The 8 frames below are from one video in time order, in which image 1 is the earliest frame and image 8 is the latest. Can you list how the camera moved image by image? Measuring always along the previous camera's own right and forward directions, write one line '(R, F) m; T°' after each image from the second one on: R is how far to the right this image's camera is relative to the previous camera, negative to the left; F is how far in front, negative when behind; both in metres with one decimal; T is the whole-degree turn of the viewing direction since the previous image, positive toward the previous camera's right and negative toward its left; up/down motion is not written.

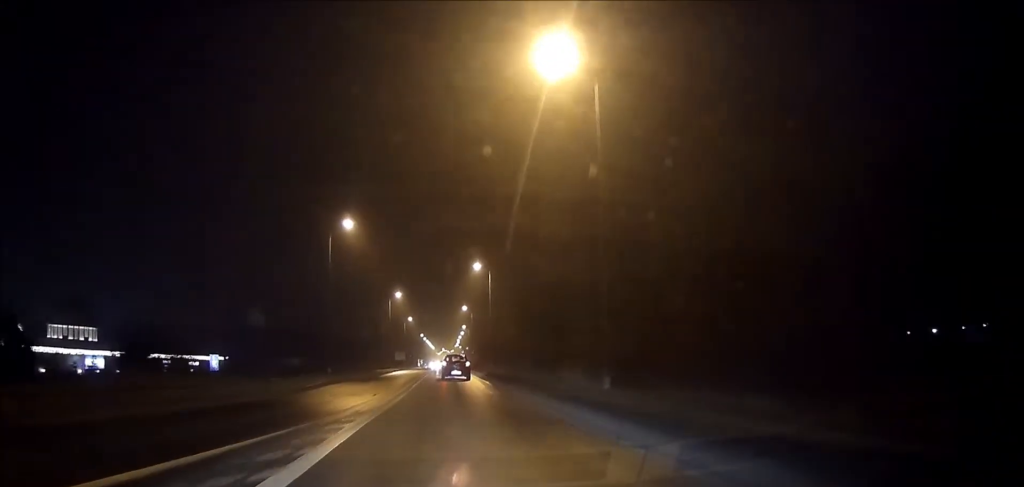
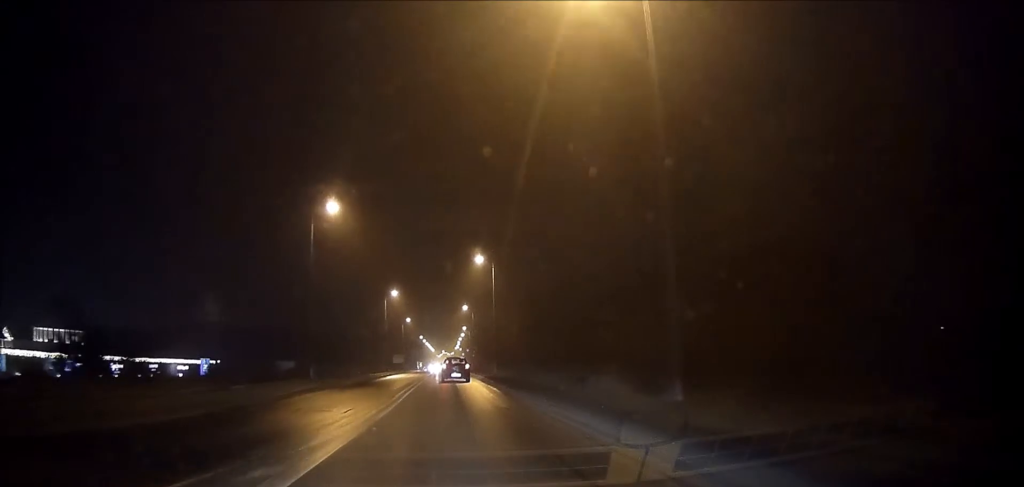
(0.0, +6.1) m; 0°
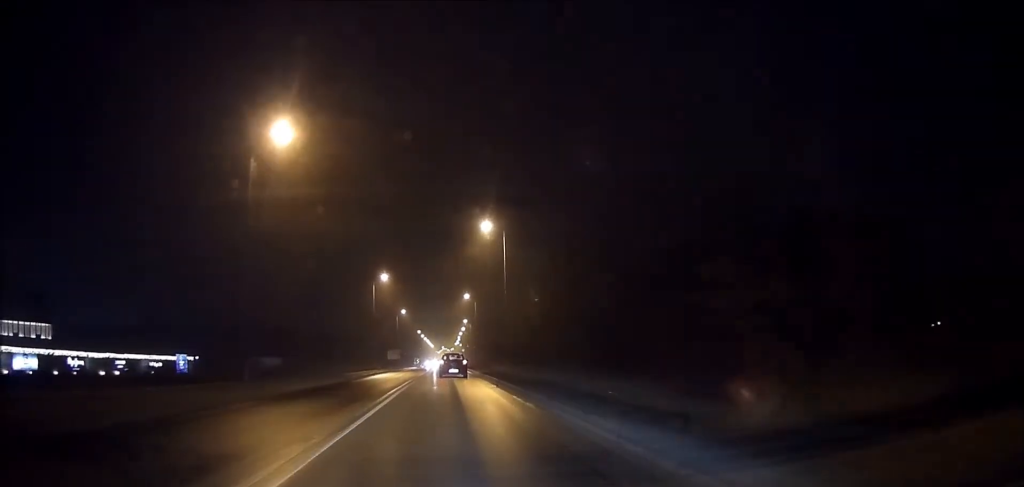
(0.0, +13.3) m; 0°
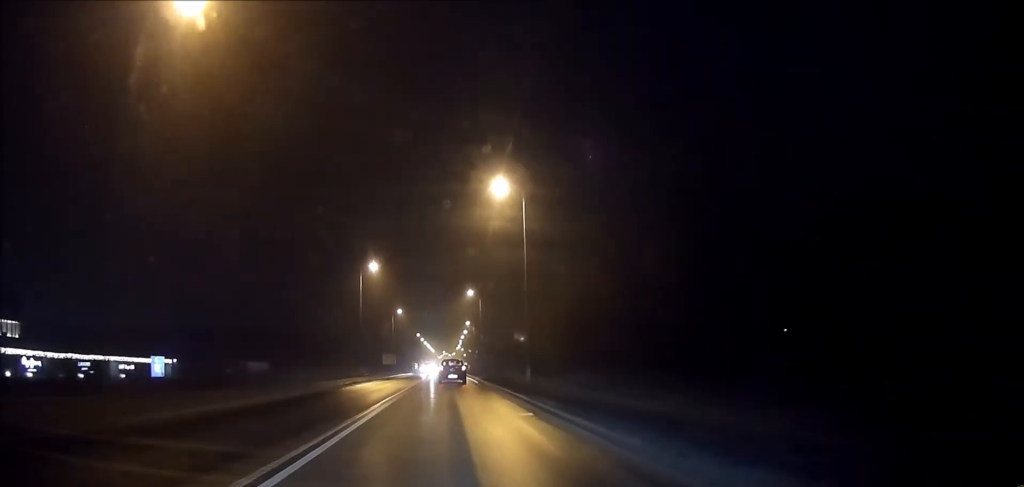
(-0.1, +12.3) m; 0°
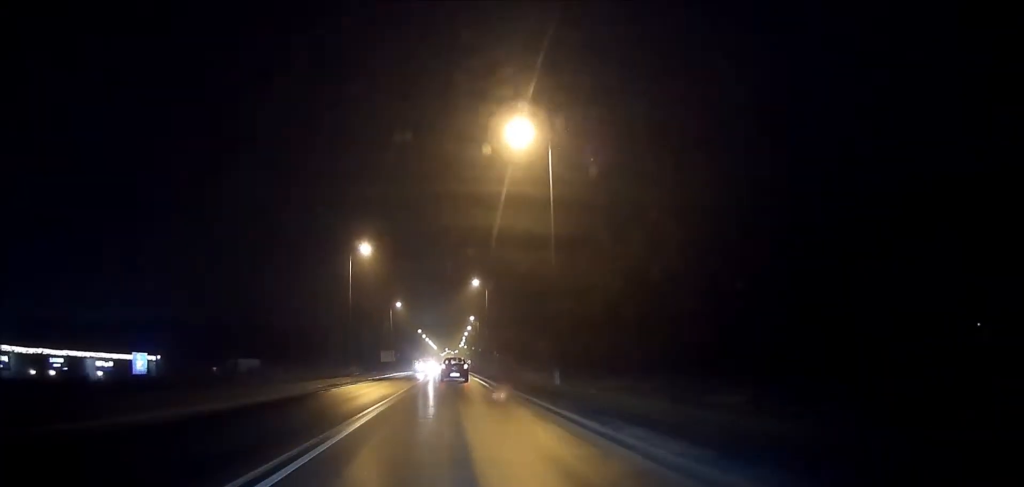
(+0.1, +8.8) m; 0°
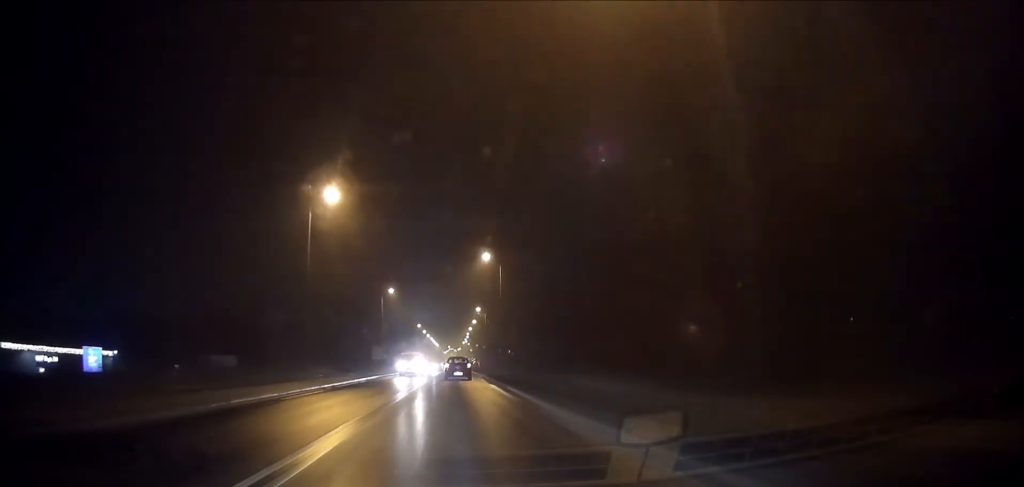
(-0.1, +17.2) m; 0°
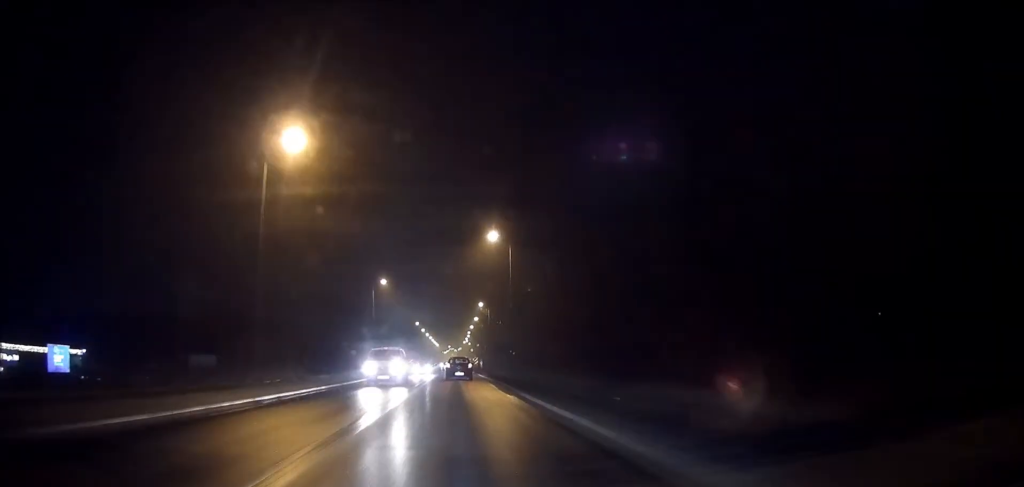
(0.0, +10.0) m; 0°
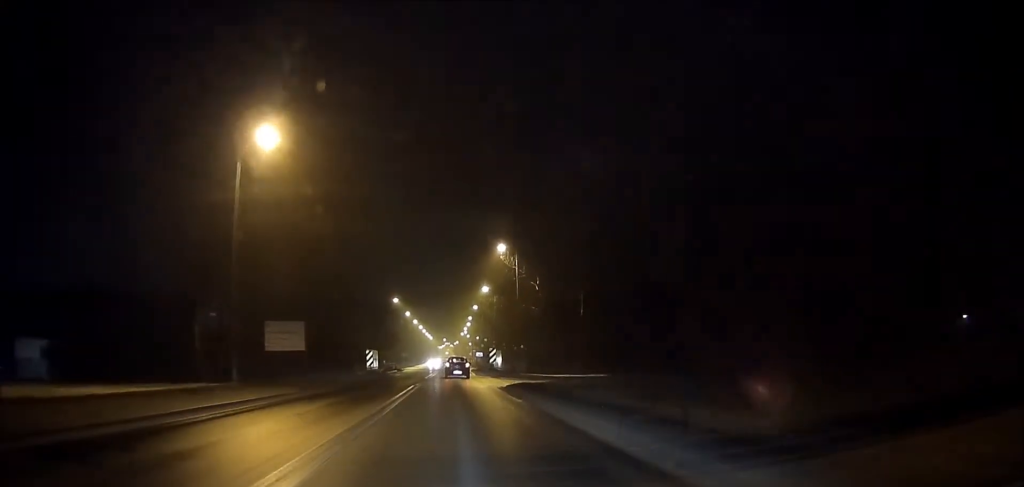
(+0.2, +50.8) m; +1°
